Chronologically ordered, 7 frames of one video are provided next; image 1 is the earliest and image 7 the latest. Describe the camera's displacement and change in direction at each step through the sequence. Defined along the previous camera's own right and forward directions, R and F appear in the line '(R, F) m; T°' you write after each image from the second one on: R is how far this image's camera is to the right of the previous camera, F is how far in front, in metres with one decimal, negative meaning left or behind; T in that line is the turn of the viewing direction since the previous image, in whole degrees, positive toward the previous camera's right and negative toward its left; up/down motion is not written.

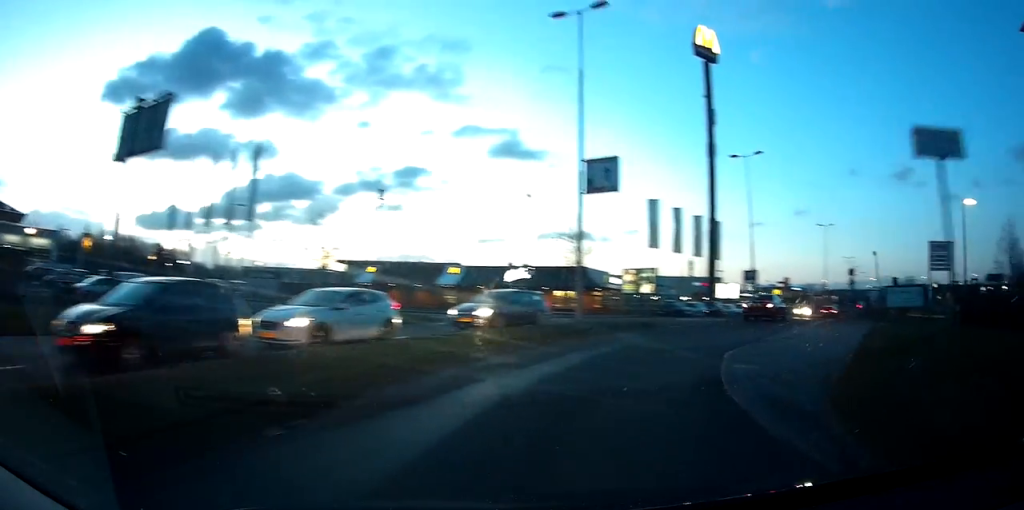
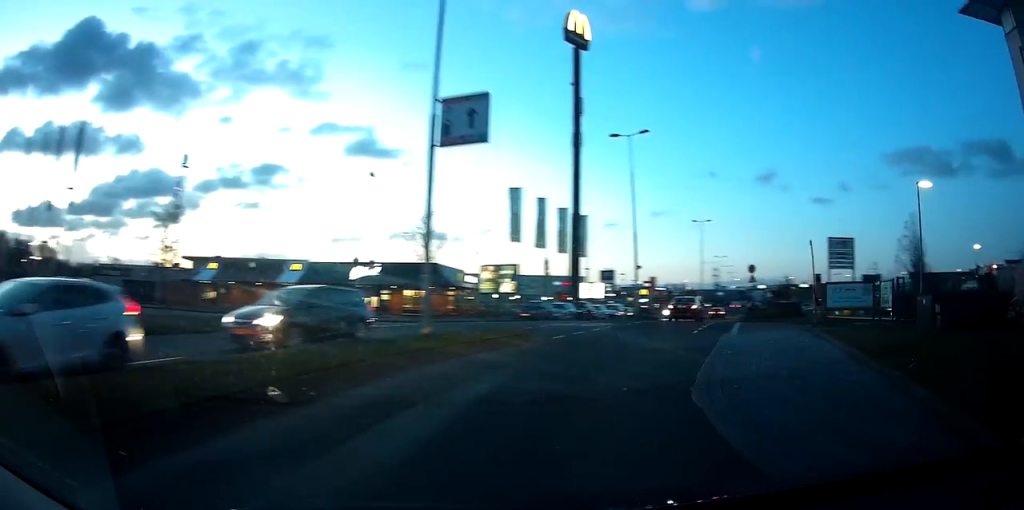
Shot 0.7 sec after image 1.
(+0.8, +5.5) m; +17°
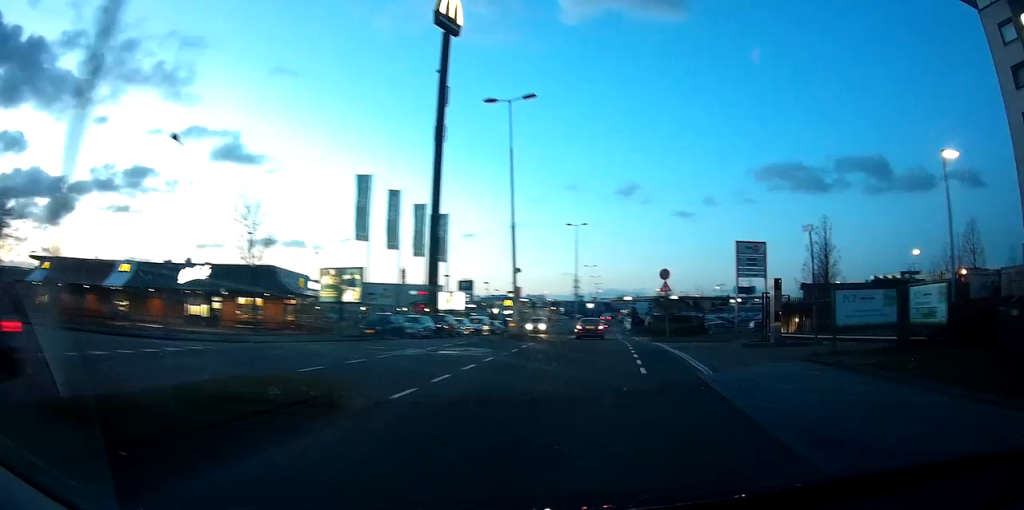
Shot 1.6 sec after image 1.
(+1.2, +7.7) m; +17°
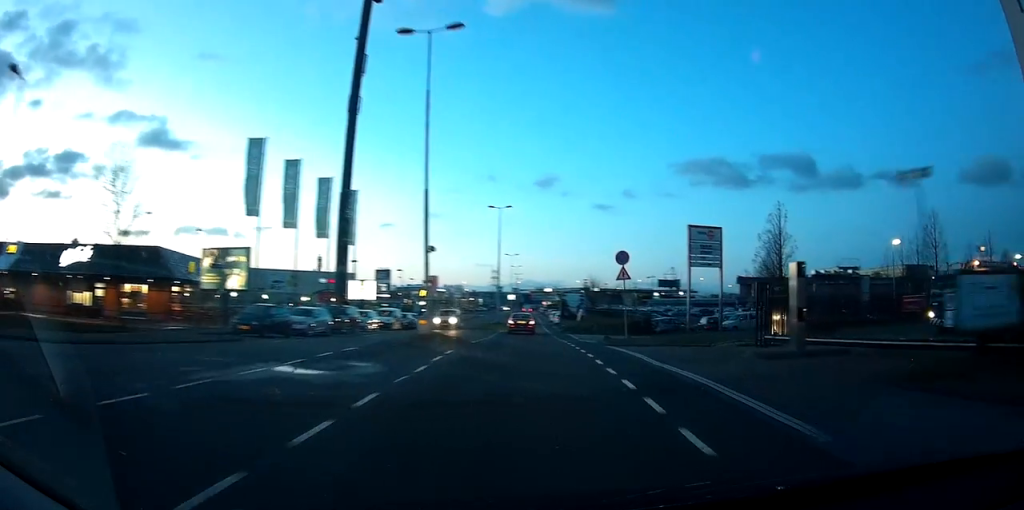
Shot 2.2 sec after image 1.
(+0.7, +6.5) m; +8°
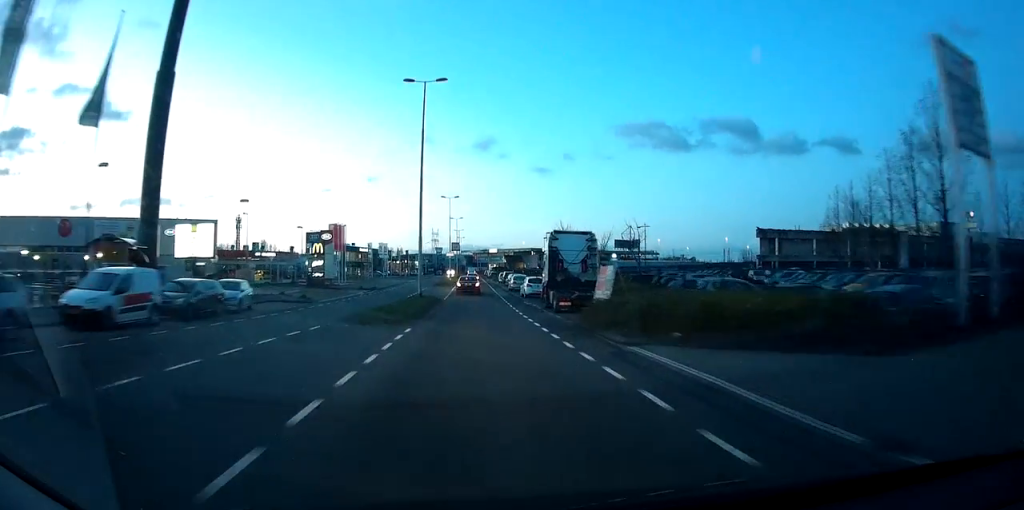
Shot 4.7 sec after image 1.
(+3.5, +34.0) m; +7°
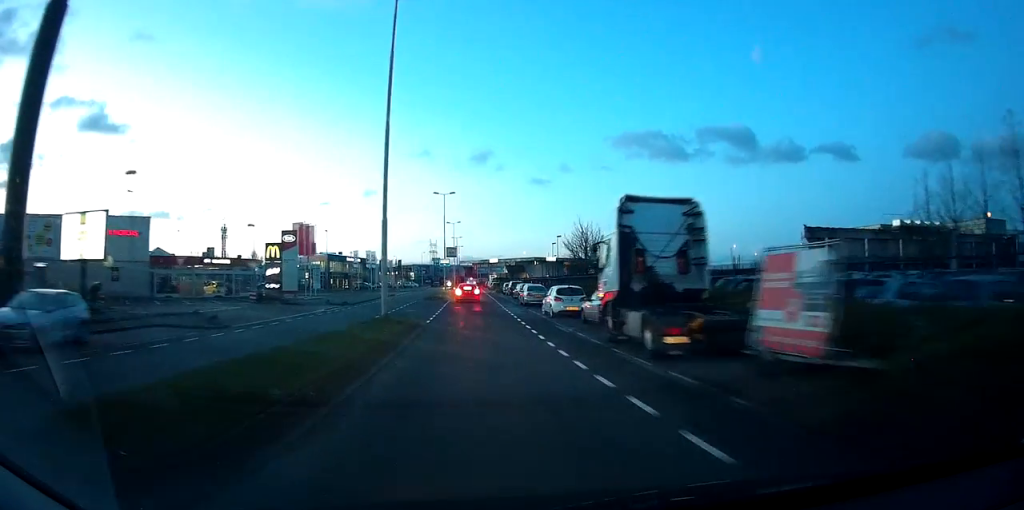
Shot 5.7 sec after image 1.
(0.0, +14.9) m; 0°
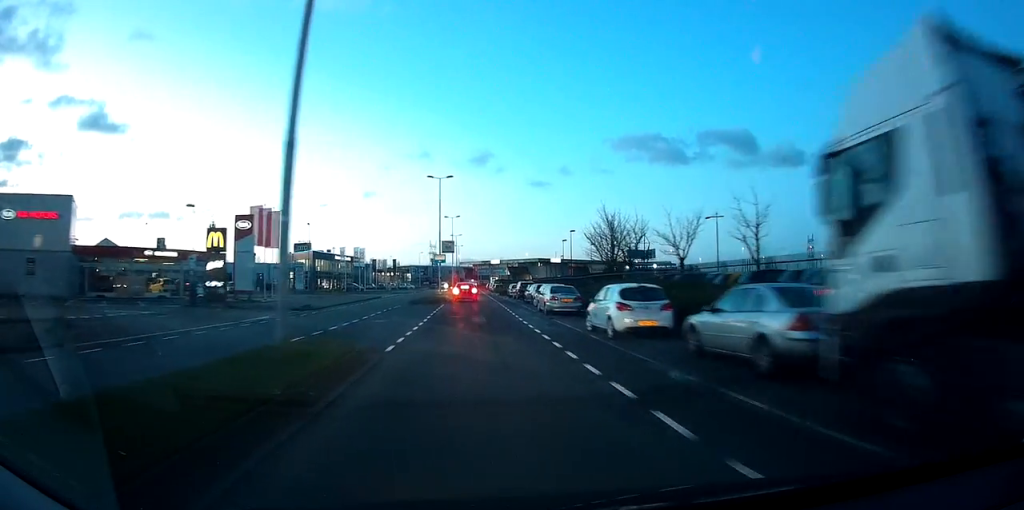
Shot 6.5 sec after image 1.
(0.0, +11.8) m; 0°
